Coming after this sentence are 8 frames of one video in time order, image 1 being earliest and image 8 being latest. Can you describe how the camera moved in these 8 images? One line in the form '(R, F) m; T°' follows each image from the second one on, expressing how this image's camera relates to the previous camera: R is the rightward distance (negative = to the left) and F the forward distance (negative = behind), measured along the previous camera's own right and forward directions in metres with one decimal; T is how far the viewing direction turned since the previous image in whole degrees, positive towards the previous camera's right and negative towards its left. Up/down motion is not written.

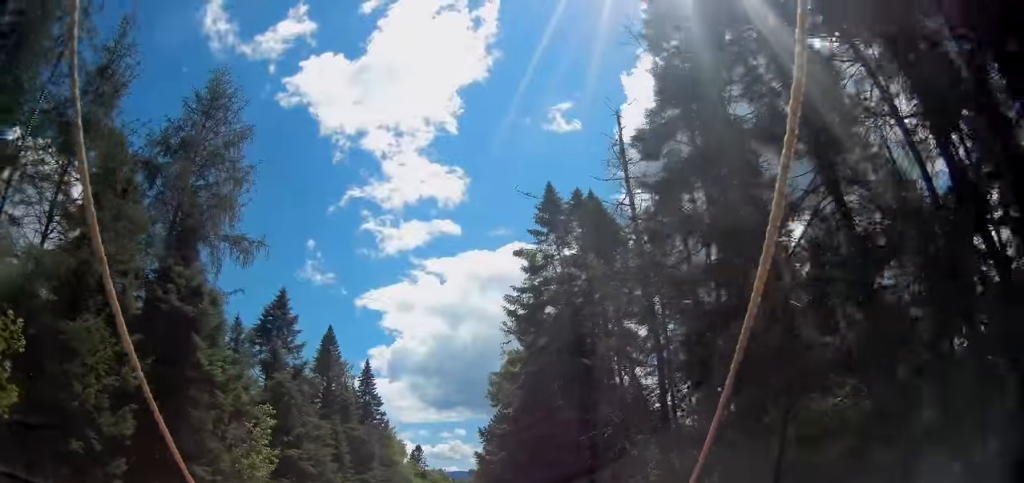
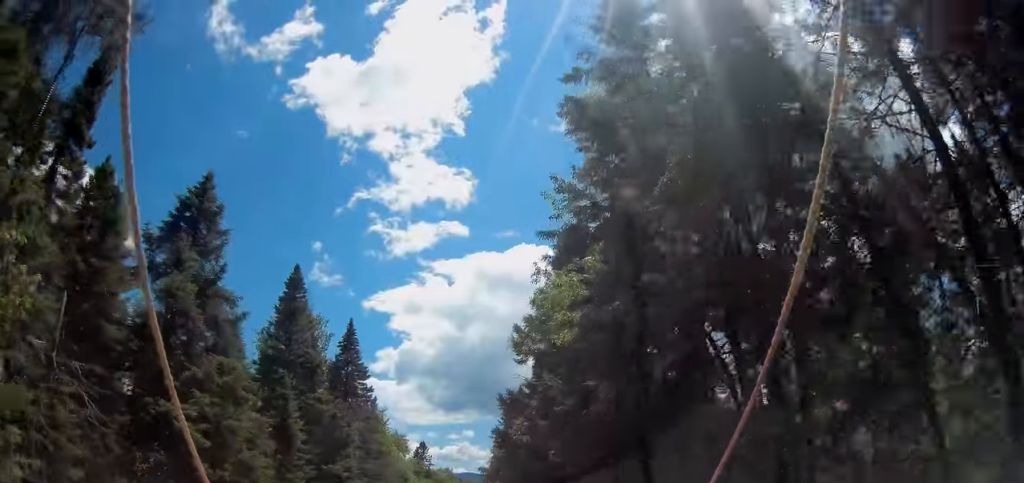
(0.0, +11.4) m; 0°
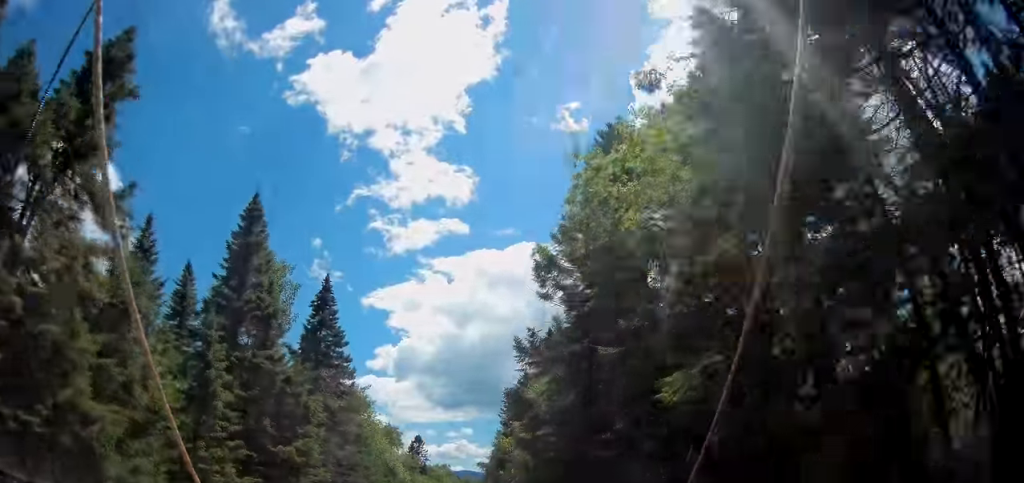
(-0.1, +7.5) m; 0°
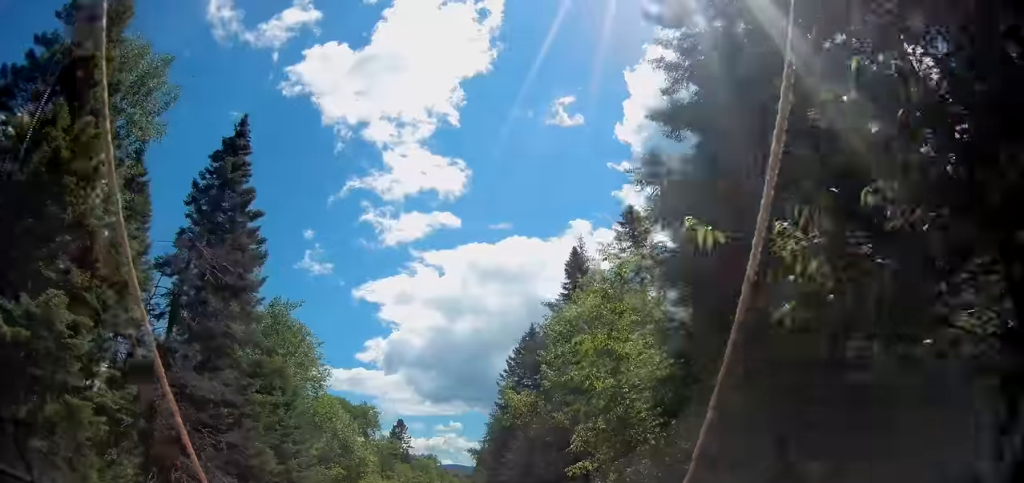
(+0.1, +13.9) m; 0°
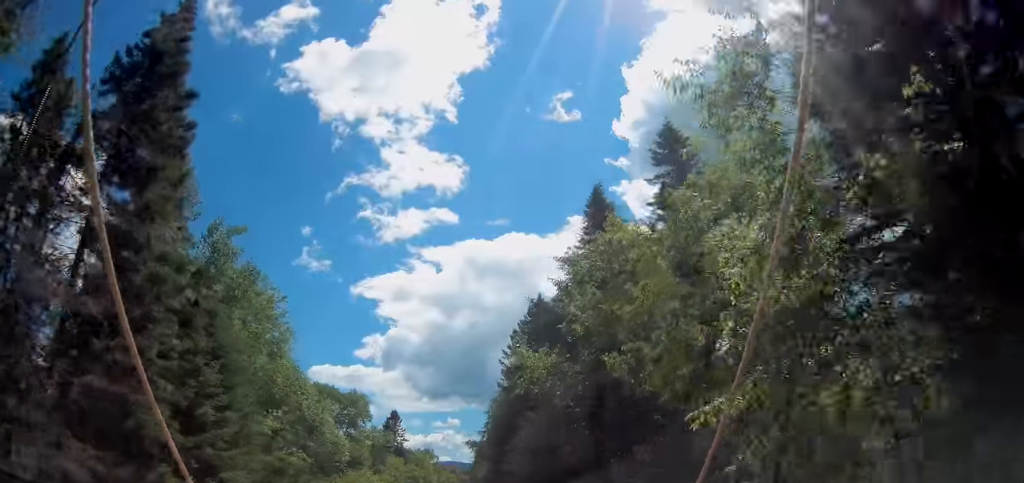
(-0.1, +6.0) m; 0°
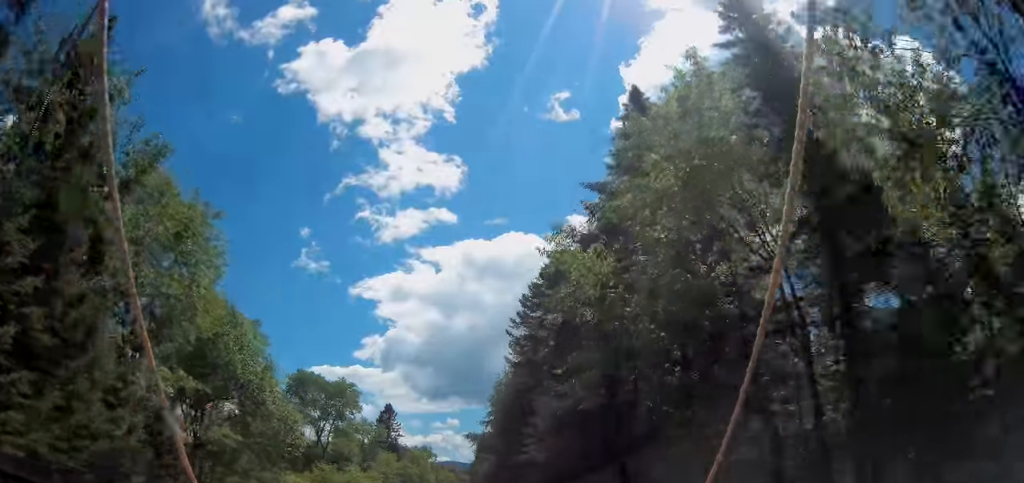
(+0.3, +7.0) m; 0°
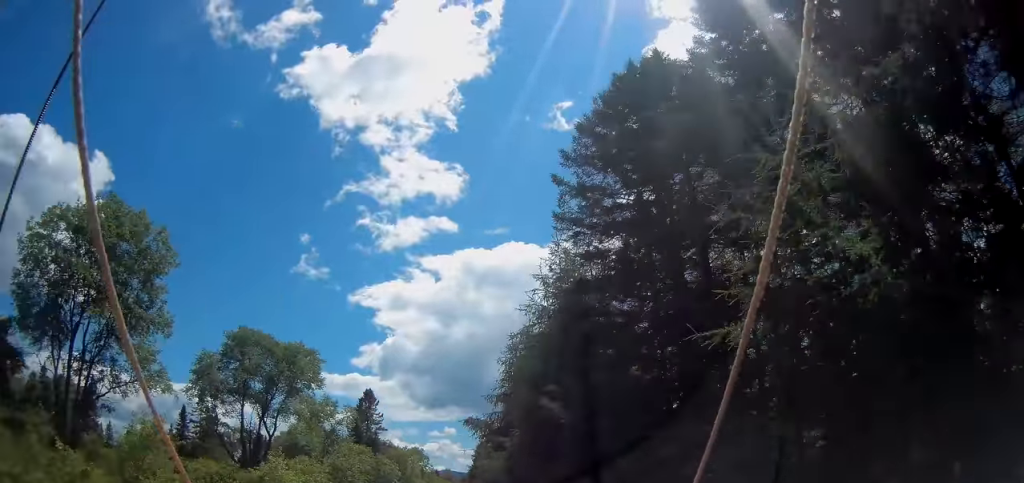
(-0.2, +17.3) m; +1°
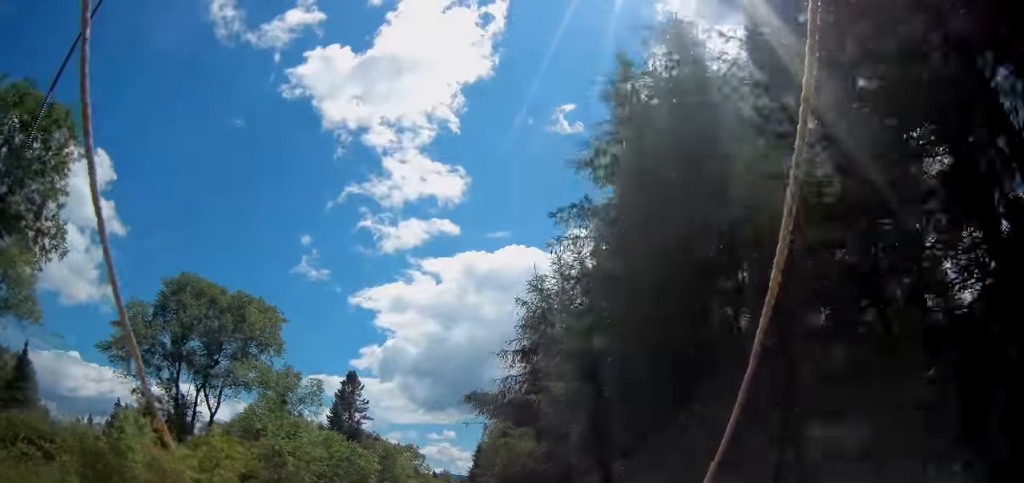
(+0.3, +11.4) m; +2°
